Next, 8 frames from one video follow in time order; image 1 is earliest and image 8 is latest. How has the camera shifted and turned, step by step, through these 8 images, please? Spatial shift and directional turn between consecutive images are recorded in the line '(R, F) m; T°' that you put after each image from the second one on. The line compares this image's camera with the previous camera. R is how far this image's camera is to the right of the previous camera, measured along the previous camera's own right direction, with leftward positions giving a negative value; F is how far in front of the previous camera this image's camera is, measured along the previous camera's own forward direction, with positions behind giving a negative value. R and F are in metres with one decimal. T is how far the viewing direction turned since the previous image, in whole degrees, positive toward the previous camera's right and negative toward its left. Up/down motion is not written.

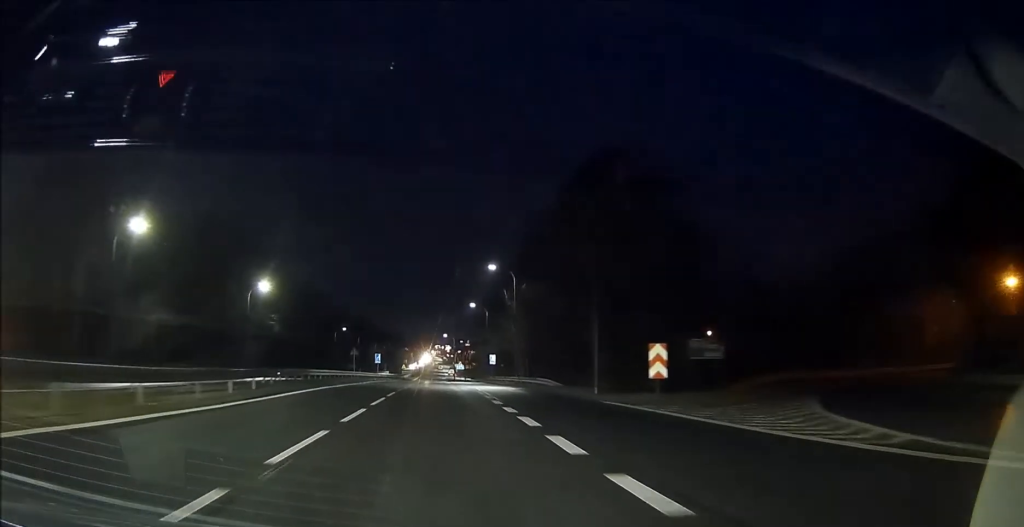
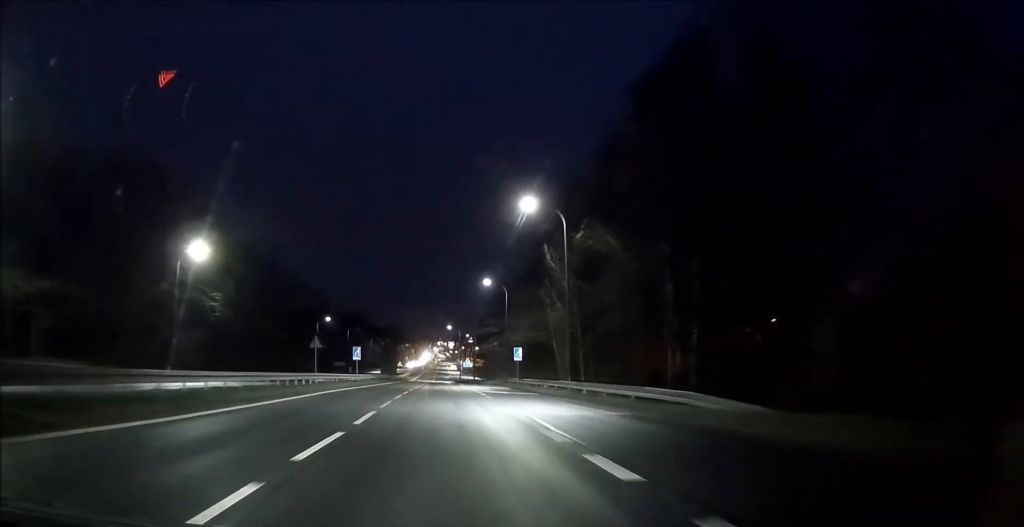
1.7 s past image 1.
(-0.2, +23.0) m; -1°
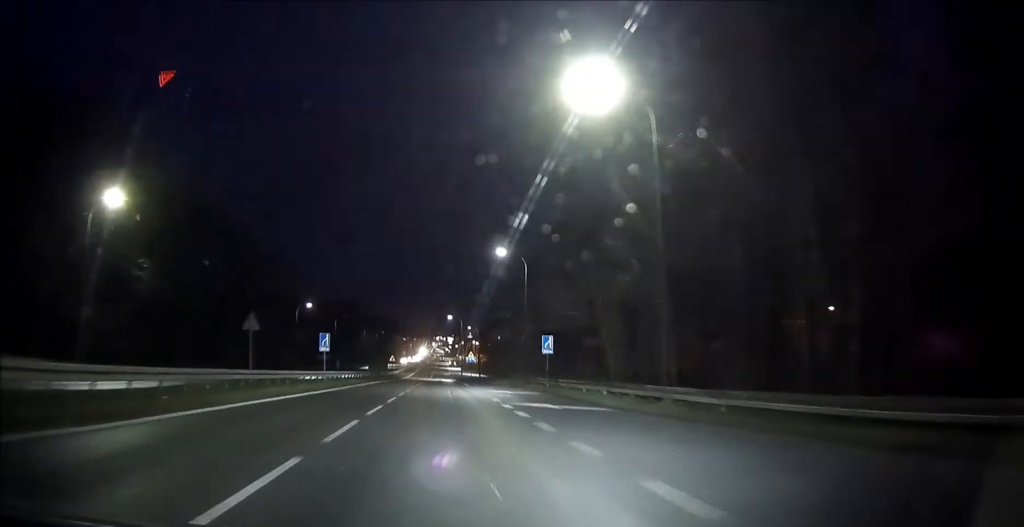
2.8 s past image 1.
(+0.1, +16.1) m; 0°
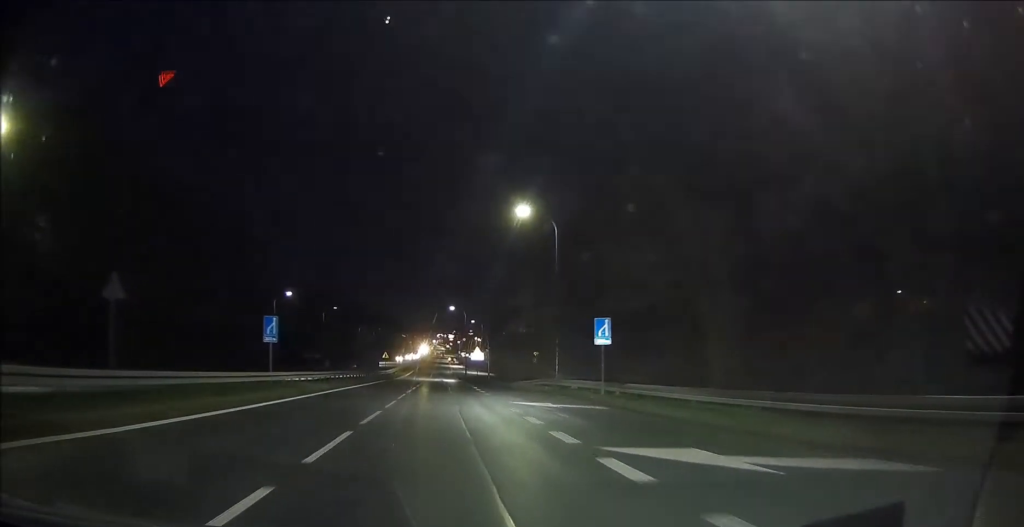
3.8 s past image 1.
(0.0, +14.1) m; 0°
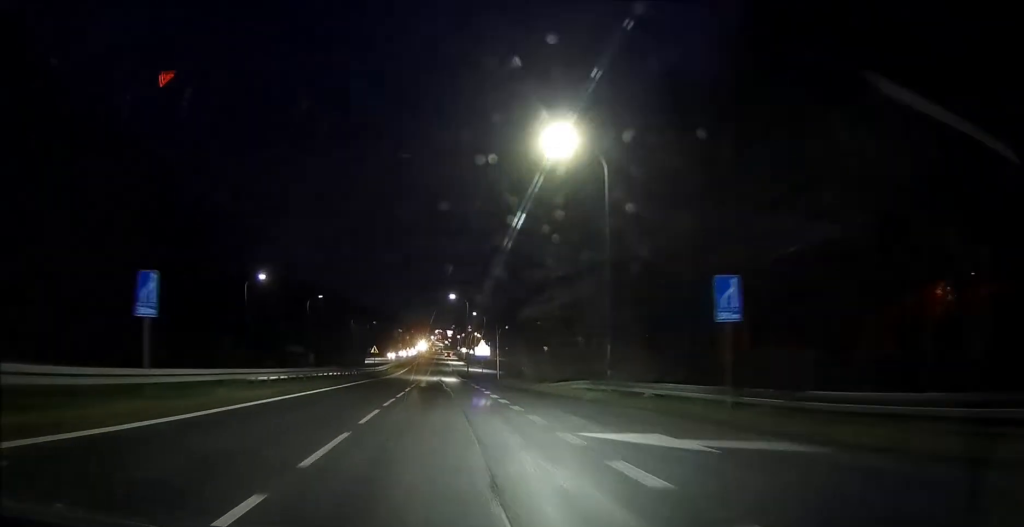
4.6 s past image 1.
(0.0, +12.9) m; 0°
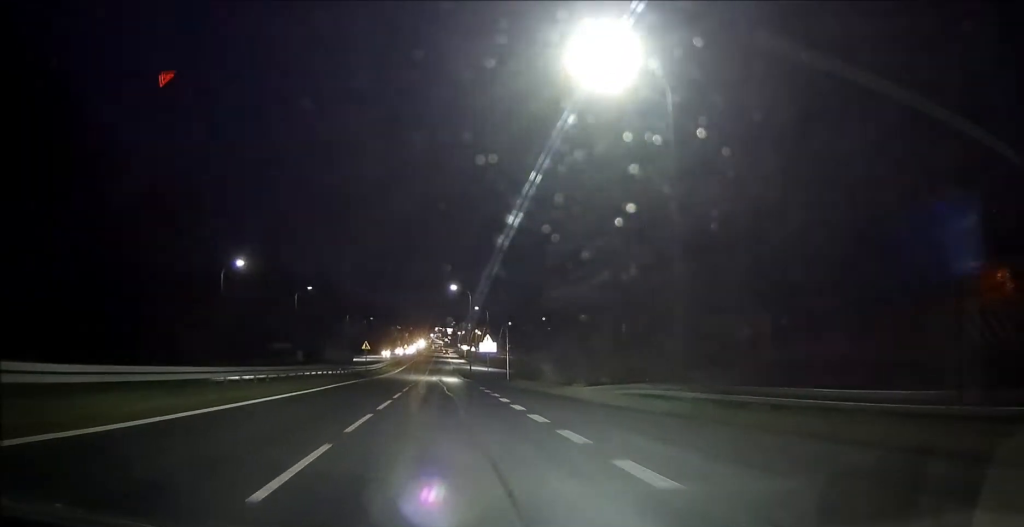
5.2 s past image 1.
(0.0, +8.6) m; 0°
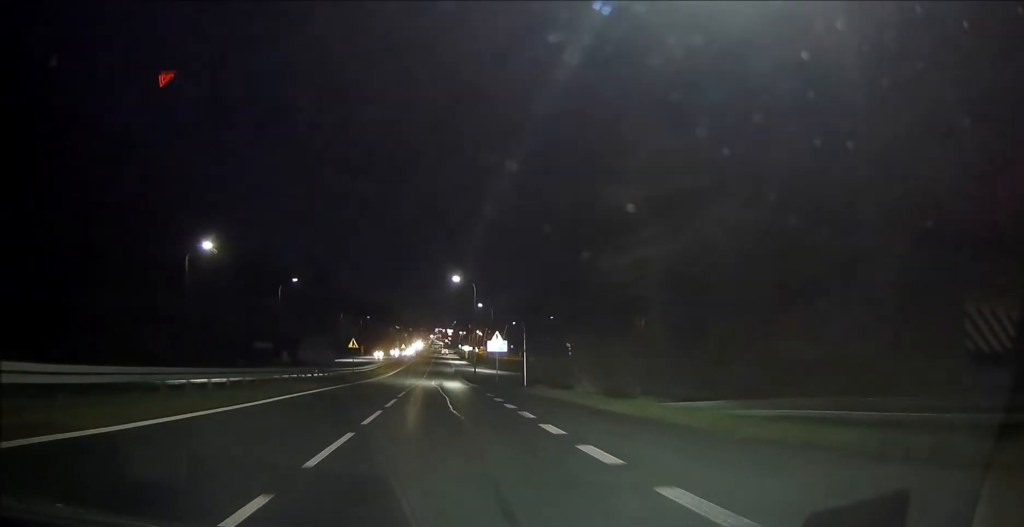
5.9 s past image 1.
(0.0, +10.2) m; 0°
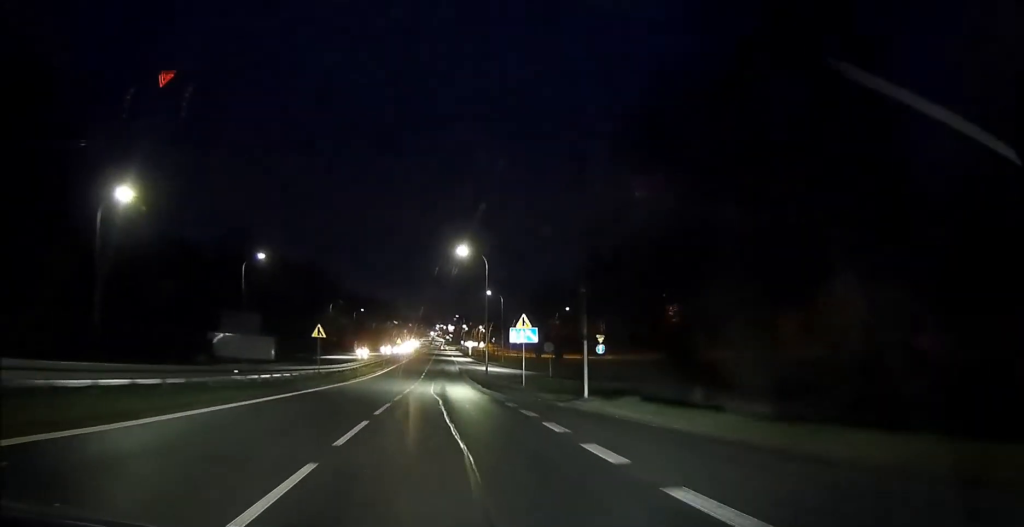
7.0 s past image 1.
(+0.1, +16.6) m; 0°
